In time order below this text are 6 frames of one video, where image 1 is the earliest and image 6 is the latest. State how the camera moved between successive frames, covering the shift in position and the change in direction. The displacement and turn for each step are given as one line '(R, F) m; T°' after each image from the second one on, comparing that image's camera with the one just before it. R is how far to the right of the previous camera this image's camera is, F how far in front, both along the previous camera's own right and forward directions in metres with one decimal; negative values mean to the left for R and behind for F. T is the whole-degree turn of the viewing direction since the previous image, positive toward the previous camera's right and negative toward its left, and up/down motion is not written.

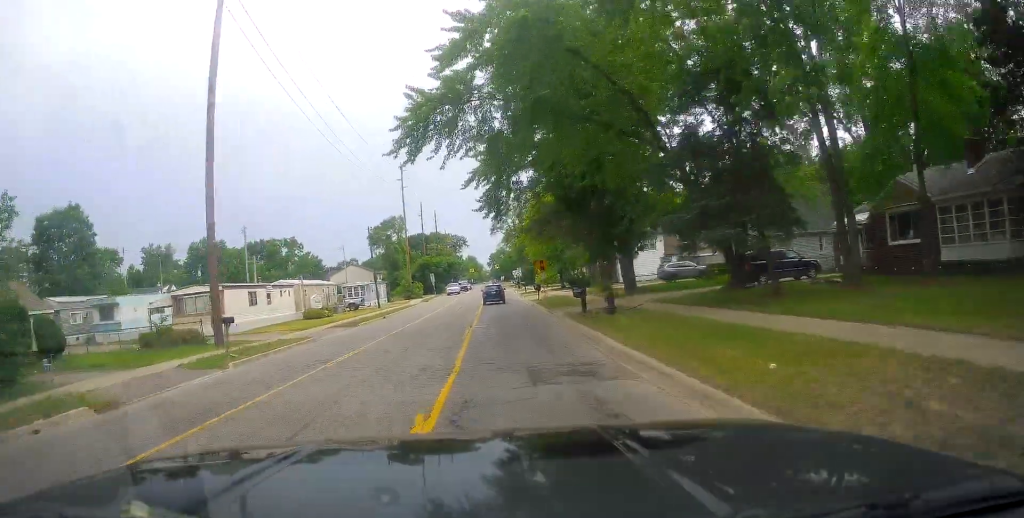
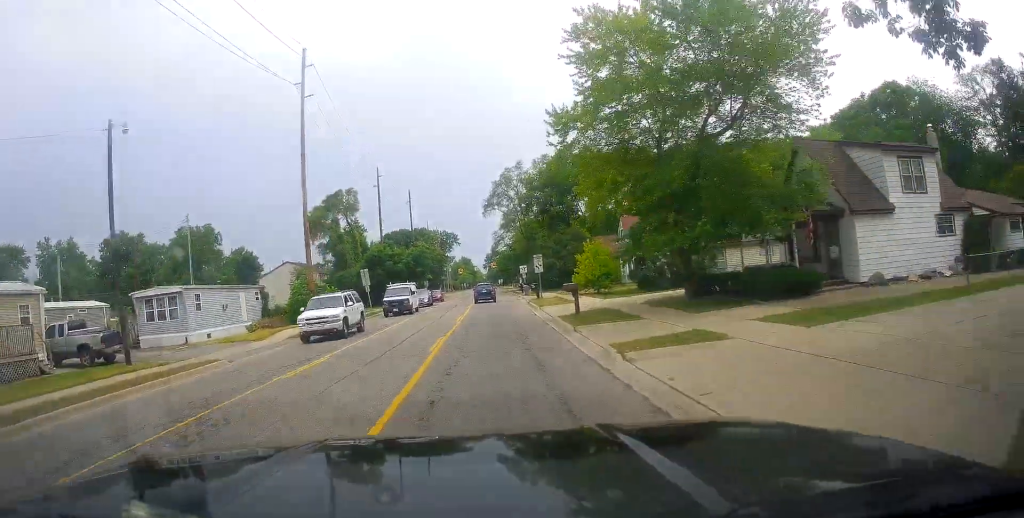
(+1.5, +44.6) m; +1°
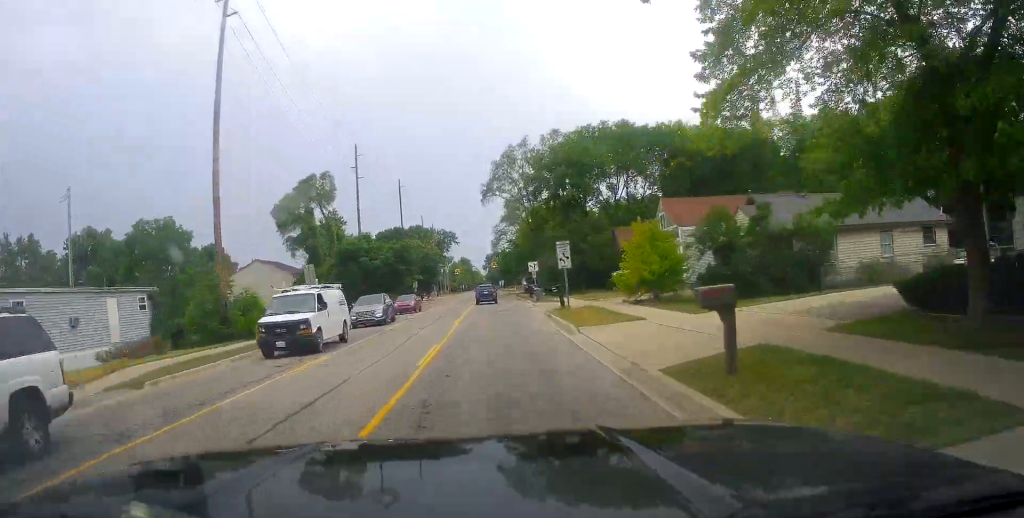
(+0.2, +14.0) m; +1°
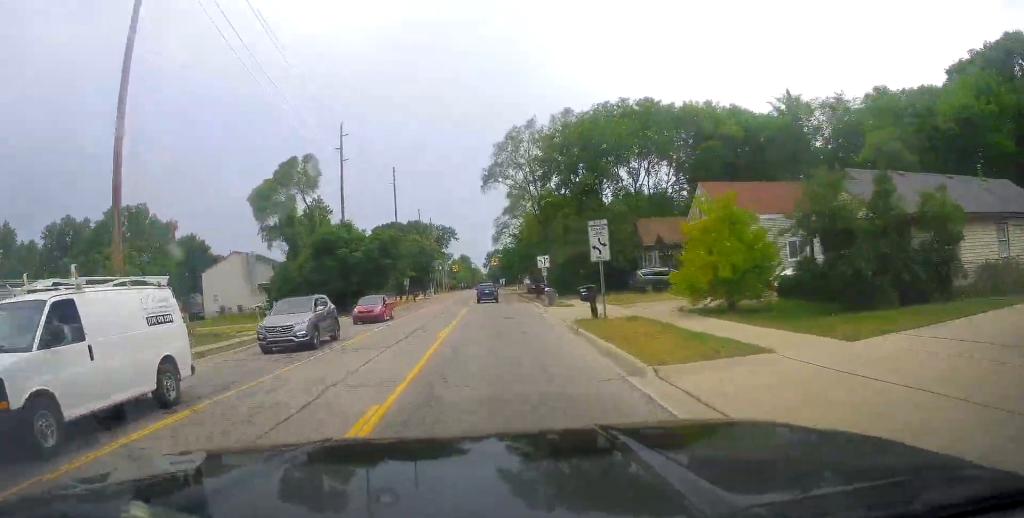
(+0.1, +8.4) m; 0°
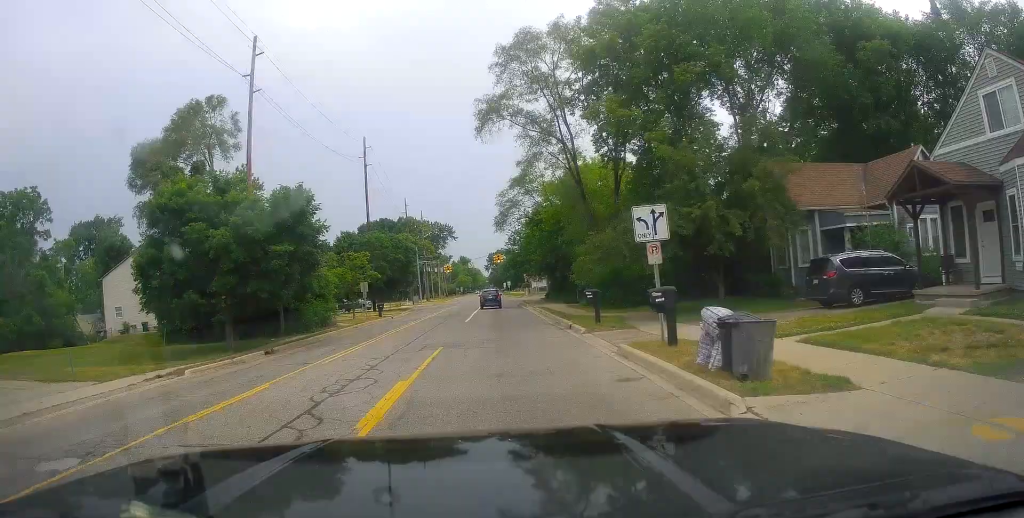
(-1.1, +25.4) m; -2°
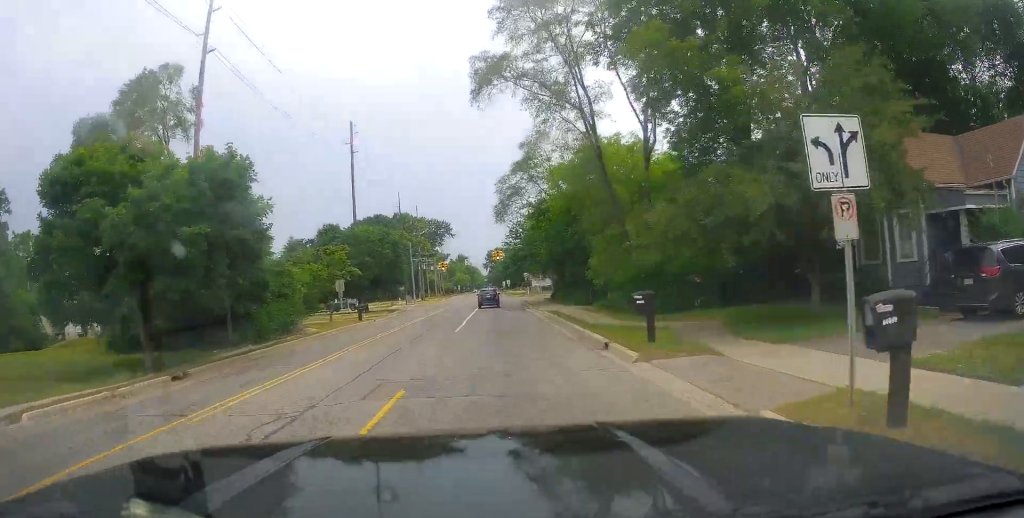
(+0.2, +7.4) m; +1°
